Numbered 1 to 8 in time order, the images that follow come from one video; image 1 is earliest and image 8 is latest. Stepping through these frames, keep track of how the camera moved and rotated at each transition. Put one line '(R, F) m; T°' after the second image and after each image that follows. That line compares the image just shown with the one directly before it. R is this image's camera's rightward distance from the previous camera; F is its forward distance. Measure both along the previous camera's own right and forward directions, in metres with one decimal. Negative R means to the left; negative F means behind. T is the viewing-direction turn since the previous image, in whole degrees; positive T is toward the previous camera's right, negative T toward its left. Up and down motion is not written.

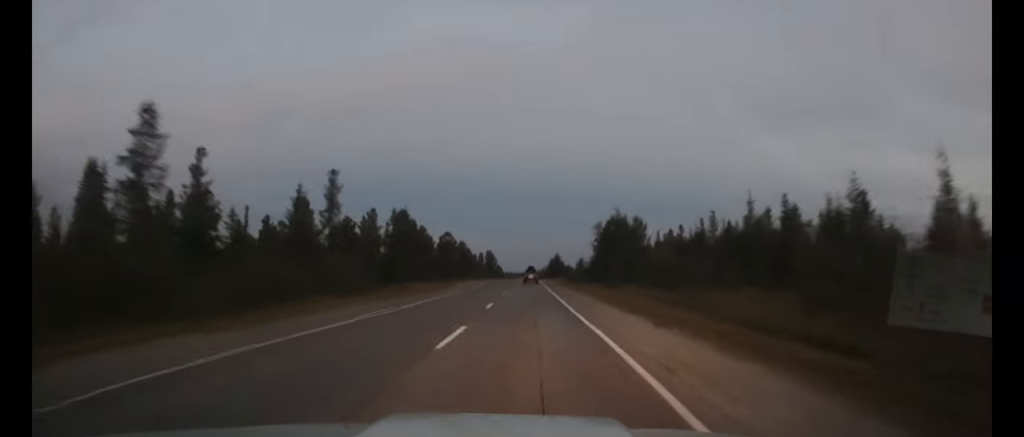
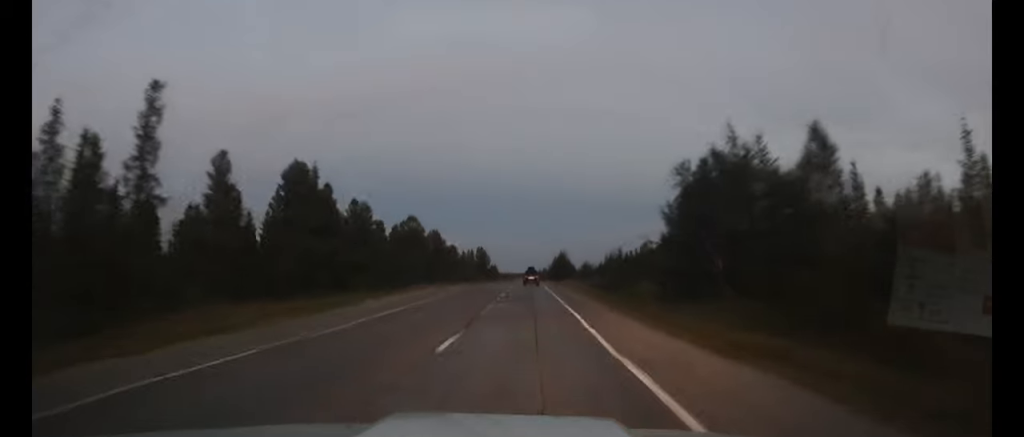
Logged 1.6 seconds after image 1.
(0.0, +36.5) m; 0°
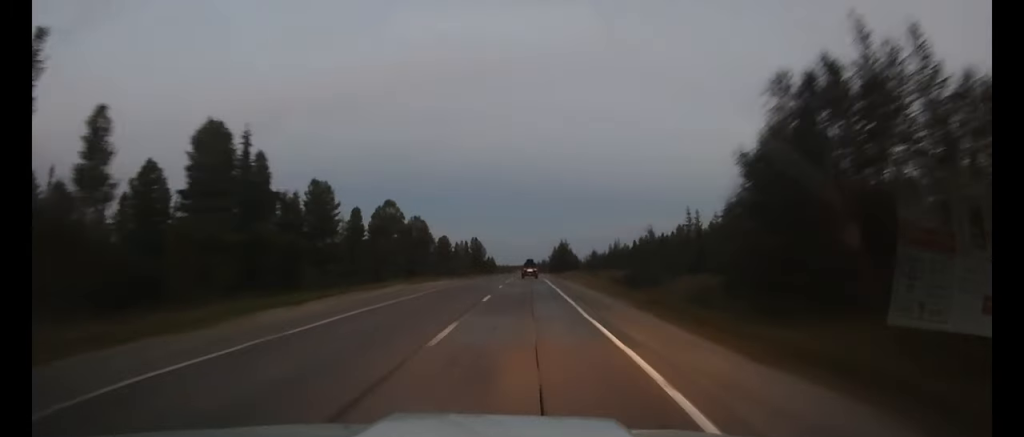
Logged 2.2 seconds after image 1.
(0.0, +12.6) m; 0°
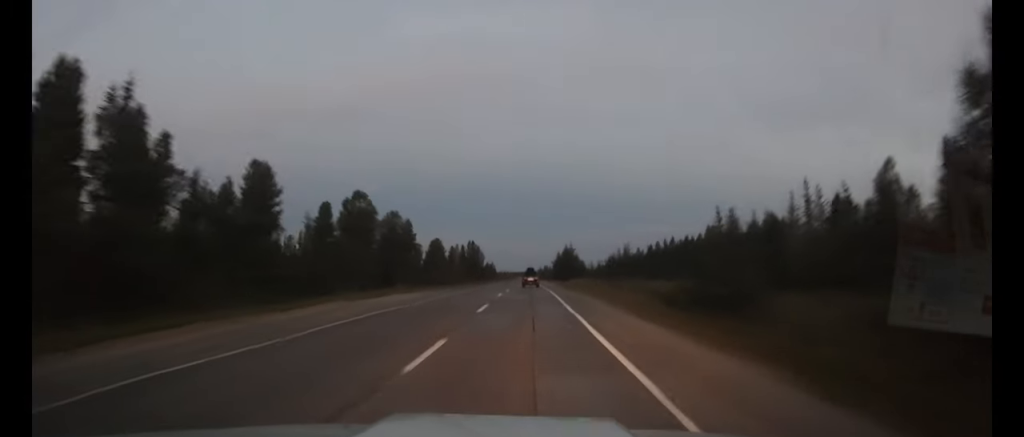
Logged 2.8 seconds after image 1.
(0.0, +14.1) m; 0°
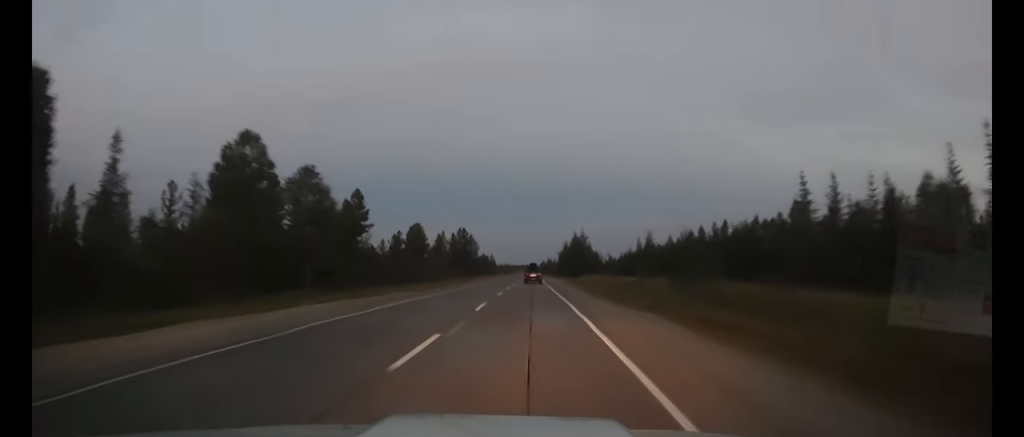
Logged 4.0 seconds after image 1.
(0.0, +25.5) m; 0°
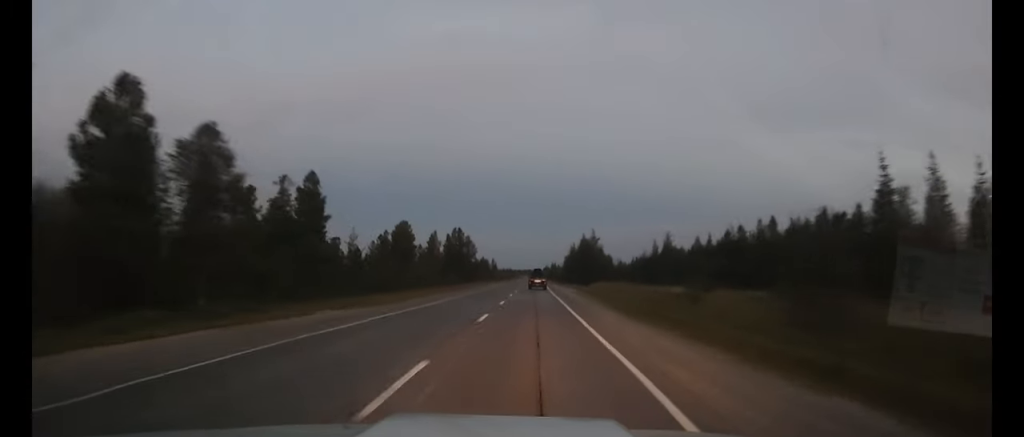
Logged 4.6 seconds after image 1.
(0.0, +13.7) m; 0°
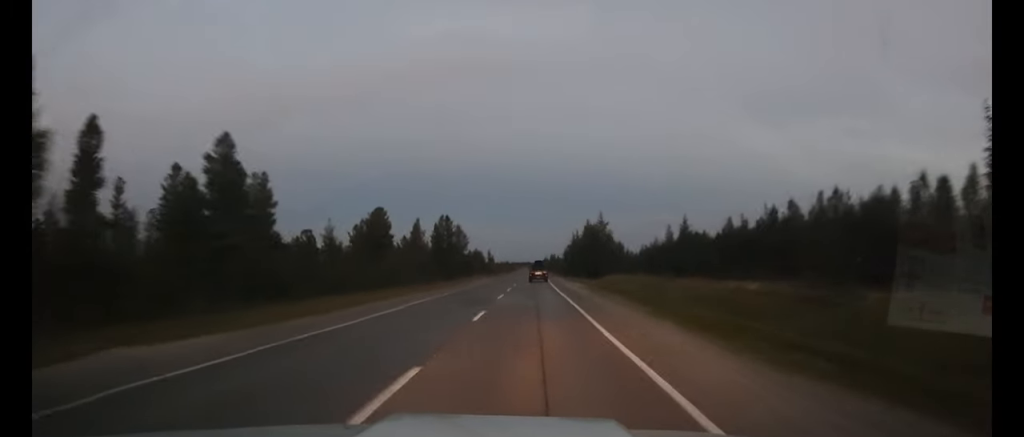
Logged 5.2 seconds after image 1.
(0.0, +13.7) m; 0°
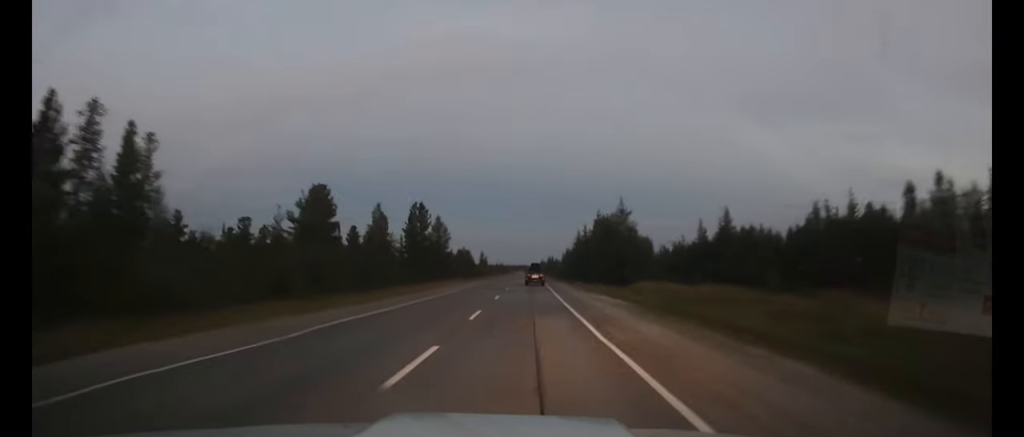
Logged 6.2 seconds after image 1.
(0.0, +21.5) m; 0°
